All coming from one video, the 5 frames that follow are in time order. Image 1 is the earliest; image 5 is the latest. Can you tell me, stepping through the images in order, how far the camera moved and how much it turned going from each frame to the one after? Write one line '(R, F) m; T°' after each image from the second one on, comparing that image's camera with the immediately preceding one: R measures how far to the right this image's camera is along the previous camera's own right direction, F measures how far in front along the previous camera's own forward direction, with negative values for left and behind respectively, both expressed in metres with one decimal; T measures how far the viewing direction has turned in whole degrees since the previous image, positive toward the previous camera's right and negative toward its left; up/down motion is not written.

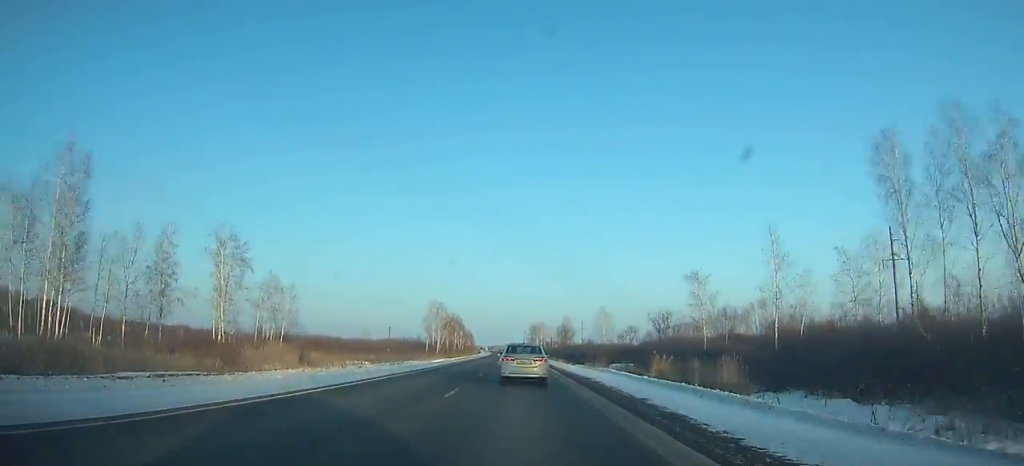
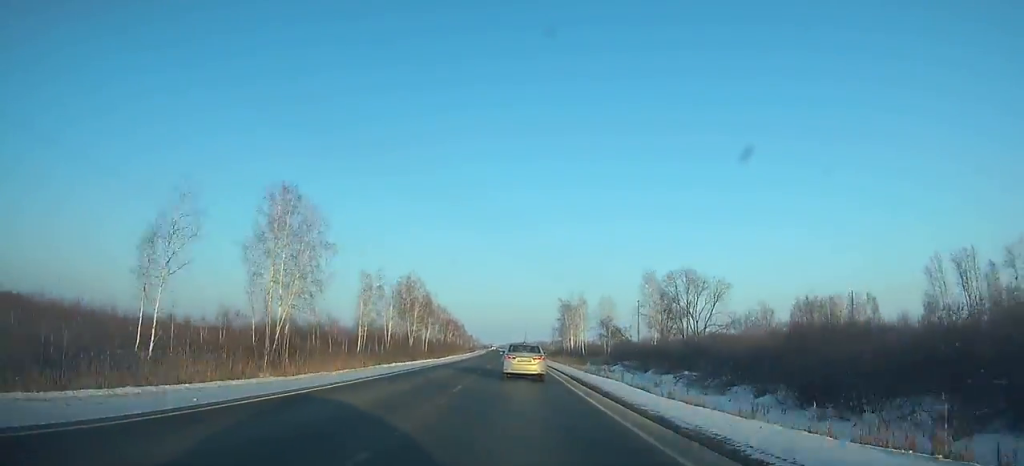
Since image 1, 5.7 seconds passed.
(-1.7, +128.4) m; -1°
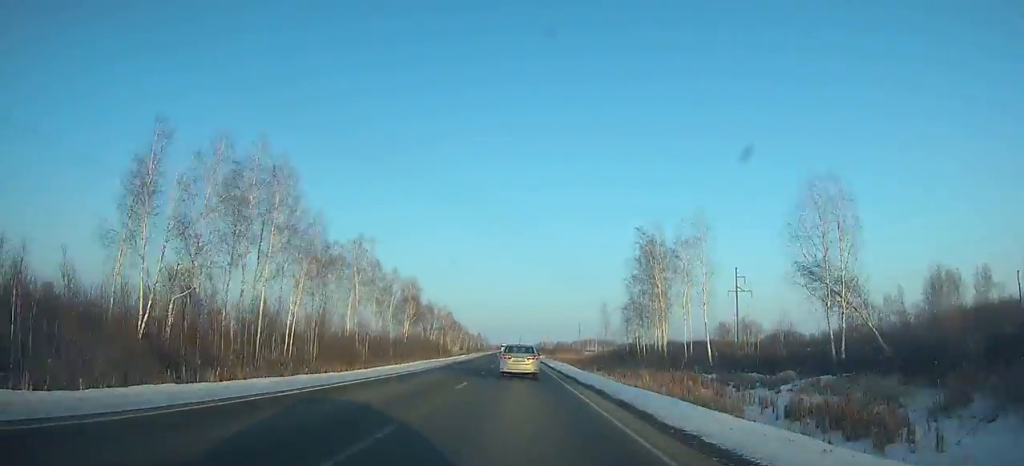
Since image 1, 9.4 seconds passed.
(-0.8, +85.2) m; -1°
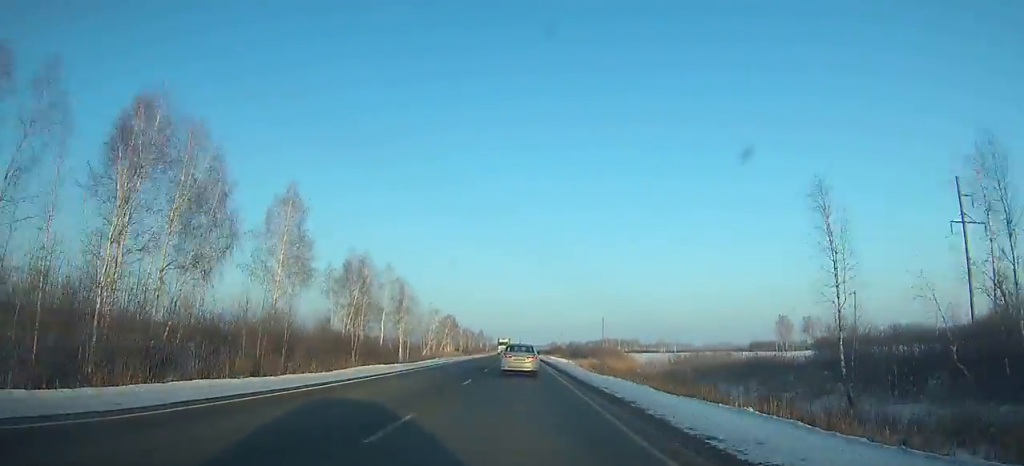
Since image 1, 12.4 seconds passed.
(-0.4, +69.9) m; 0°
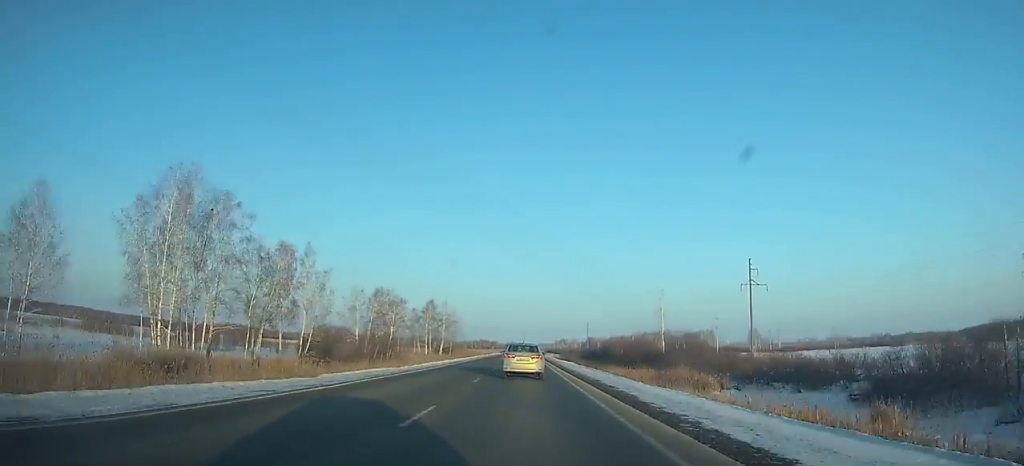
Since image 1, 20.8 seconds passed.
(-1.5, +198.0) m; -1°
